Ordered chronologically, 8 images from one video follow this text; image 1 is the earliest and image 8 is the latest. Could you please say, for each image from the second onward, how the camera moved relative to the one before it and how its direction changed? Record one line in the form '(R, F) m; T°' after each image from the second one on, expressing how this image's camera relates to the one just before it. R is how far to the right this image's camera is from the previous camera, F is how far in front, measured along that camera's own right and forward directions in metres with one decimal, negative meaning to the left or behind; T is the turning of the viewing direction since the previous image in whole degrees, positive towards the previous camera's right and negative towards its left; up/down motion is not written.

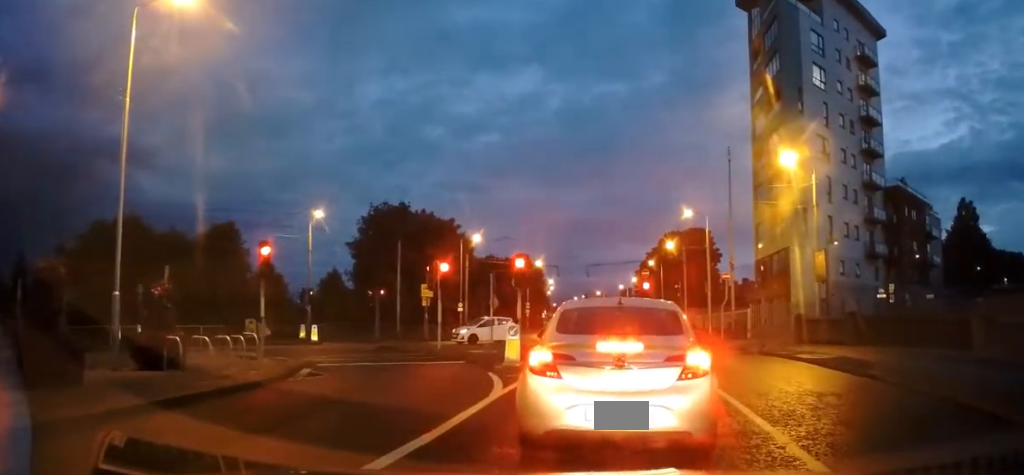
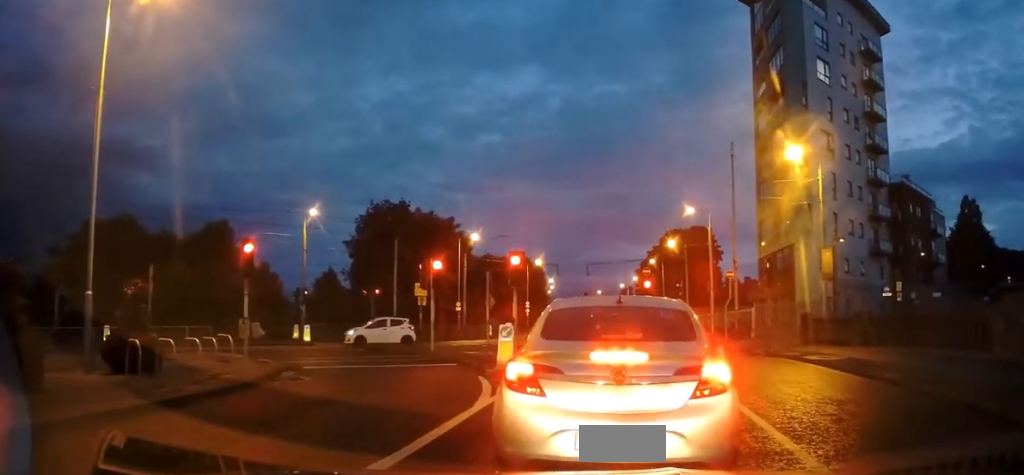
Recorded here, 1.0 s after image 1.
(-0.3, +1.6) m; 0°
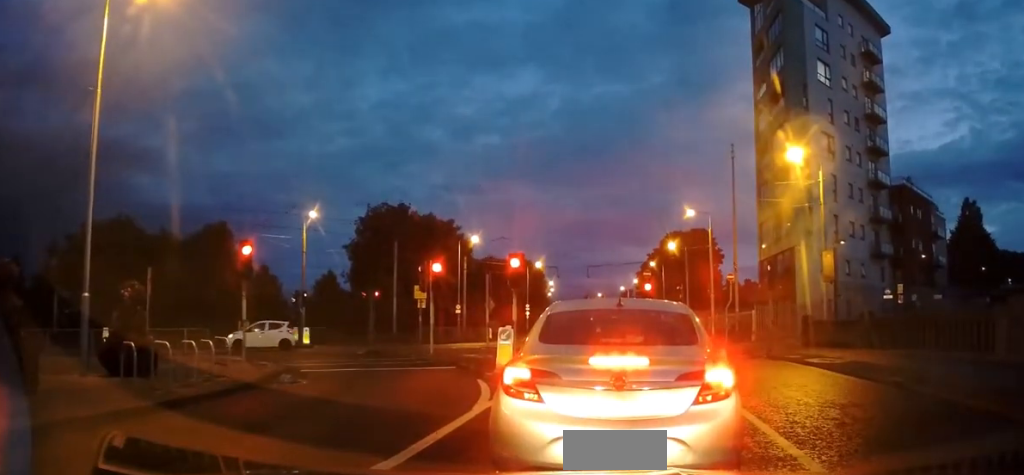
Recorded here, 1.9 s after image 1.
(0.0, +0.9) m; 0°
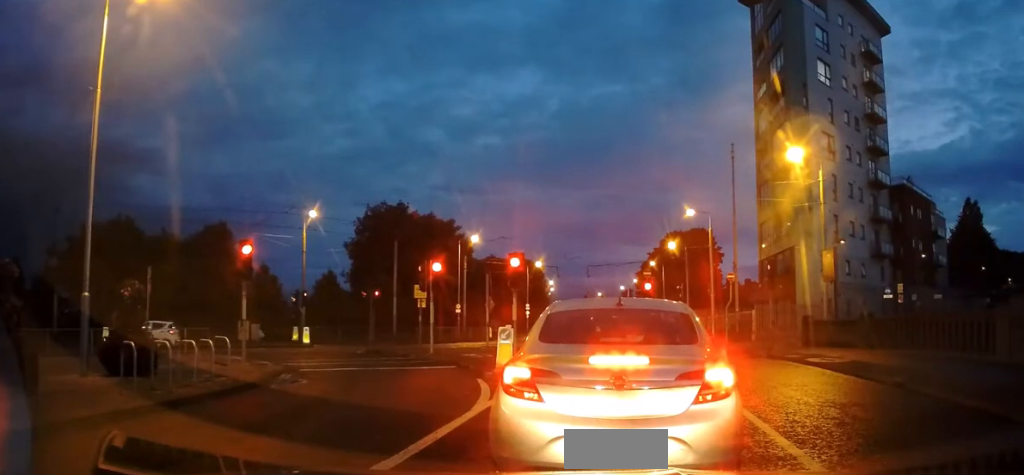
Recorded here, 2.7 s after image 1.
(0.0, +0.5) m; 0°
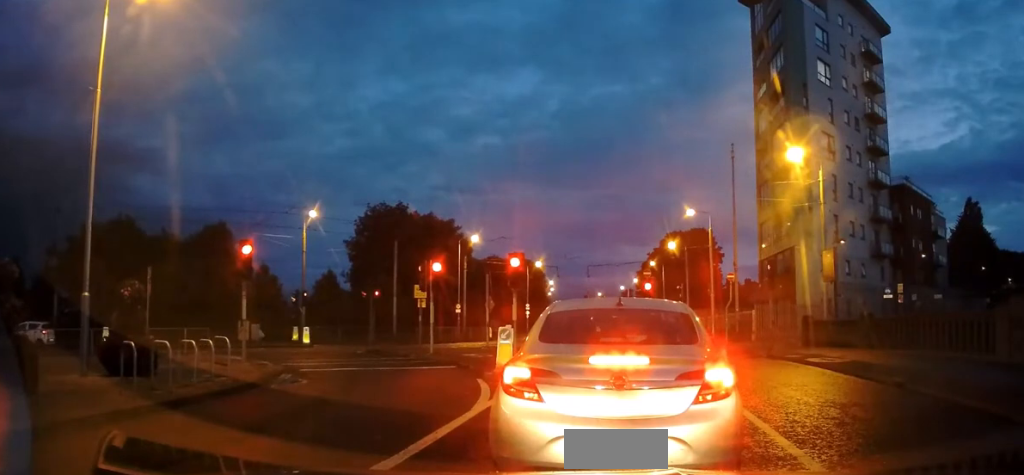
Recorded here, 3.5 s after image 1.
(0.0, +0.2) m; 0°
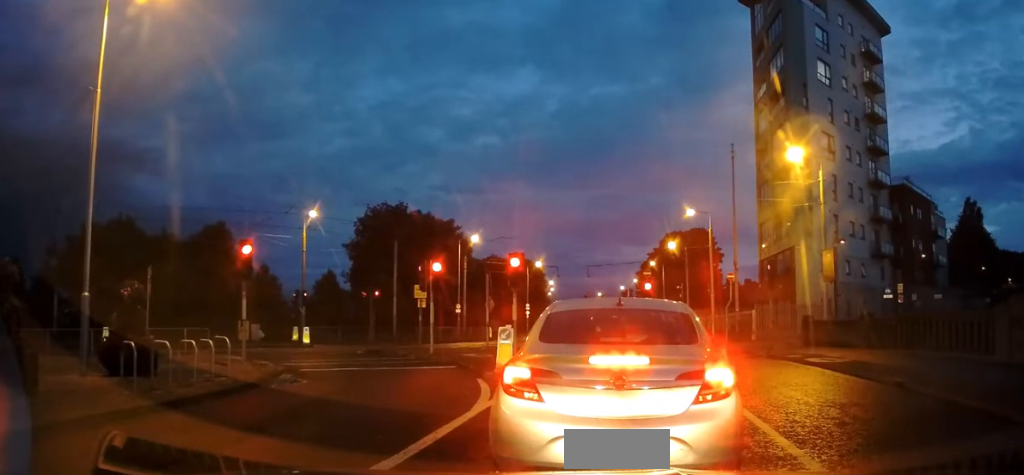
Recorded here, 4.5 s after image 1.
(0.0, 0.0) m; 0°
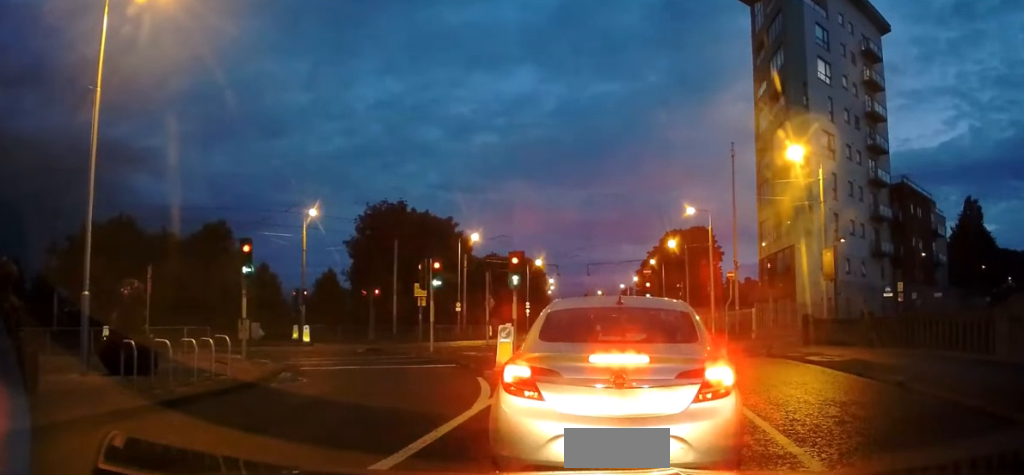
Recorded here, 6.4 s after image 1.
(0.0, 0.0) m; 0°
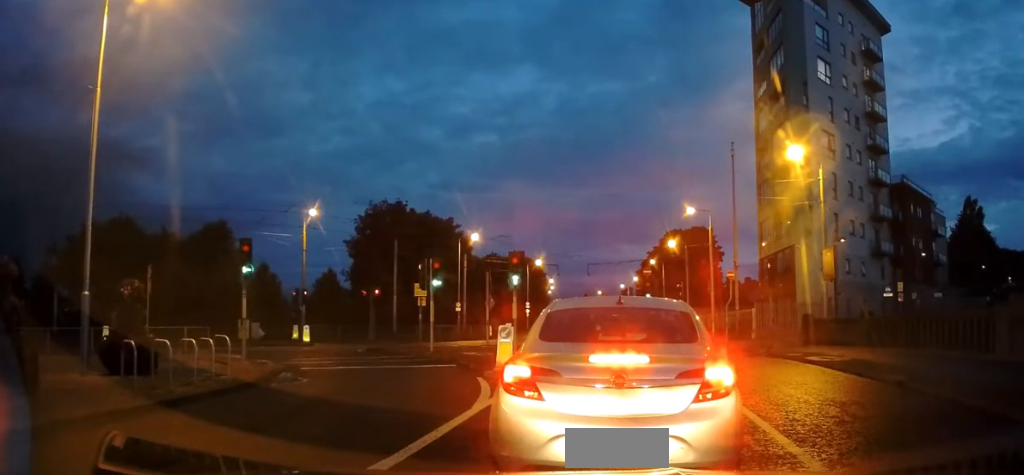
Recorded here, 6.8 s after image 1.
(0.0, 0.0) m; 0°
